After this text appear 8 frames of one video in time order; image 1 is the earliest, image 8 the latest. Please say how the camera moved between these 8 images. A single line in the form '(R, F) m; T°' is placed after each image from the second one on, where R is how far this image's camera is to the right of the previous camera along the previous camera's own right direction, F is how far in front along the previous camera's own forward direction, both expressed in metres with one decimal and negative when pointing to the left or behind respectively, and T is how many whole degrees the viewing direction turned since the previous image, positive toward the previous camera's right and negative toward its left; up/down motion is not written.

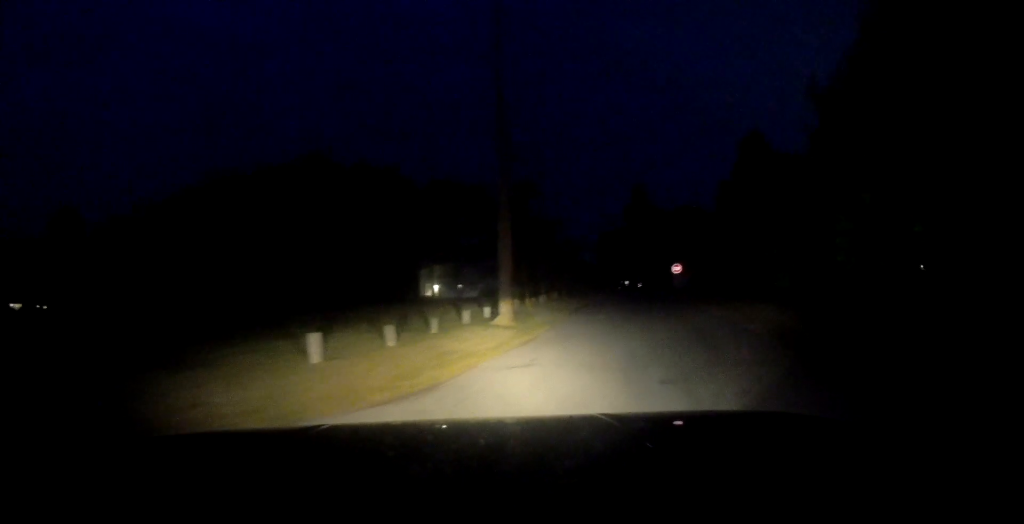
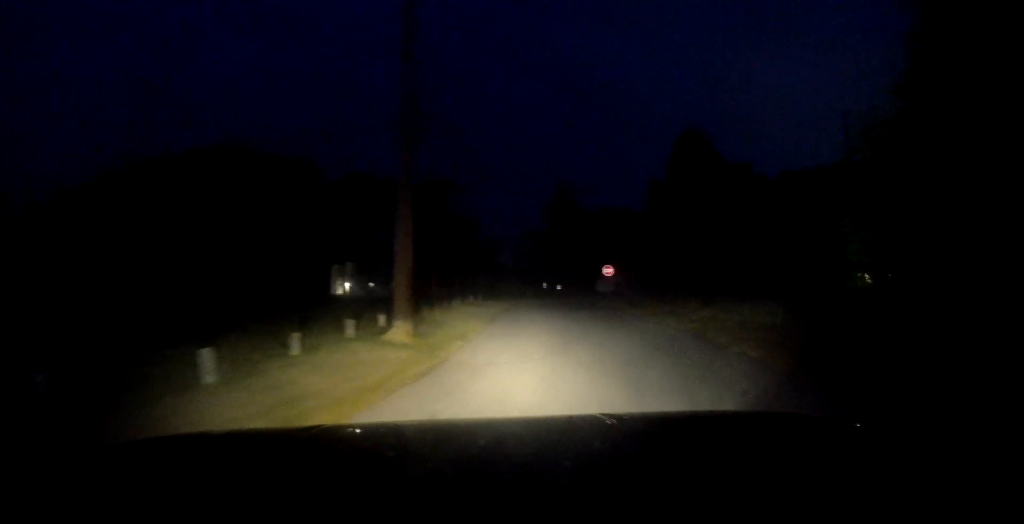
(+0.6, +4.5) m; +8°
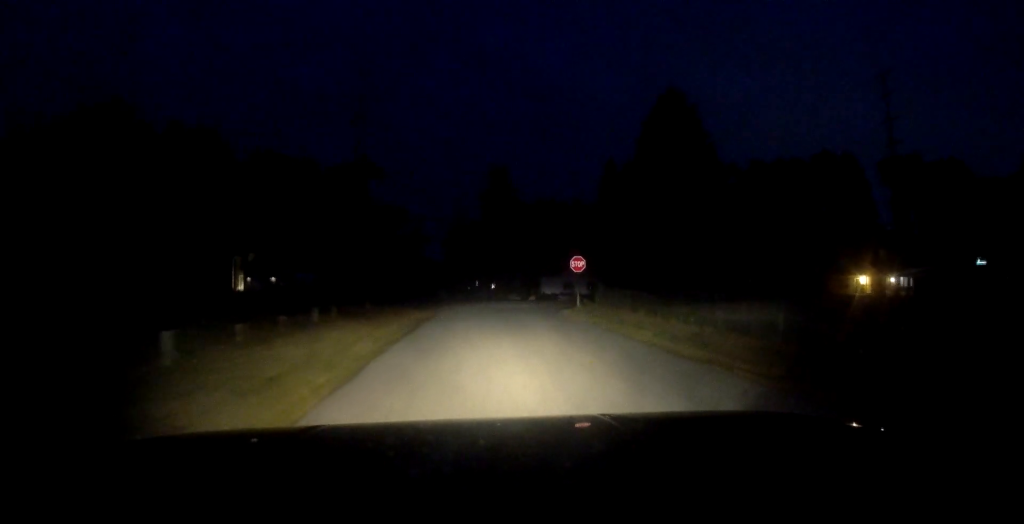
(+0.7, +14.3) m; +3°
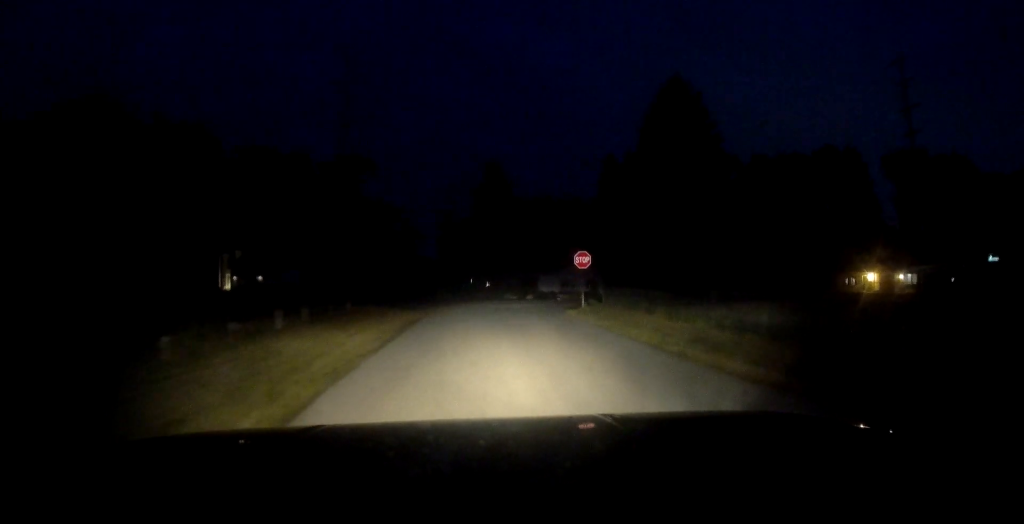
(0.0, +3.5) m; 0°
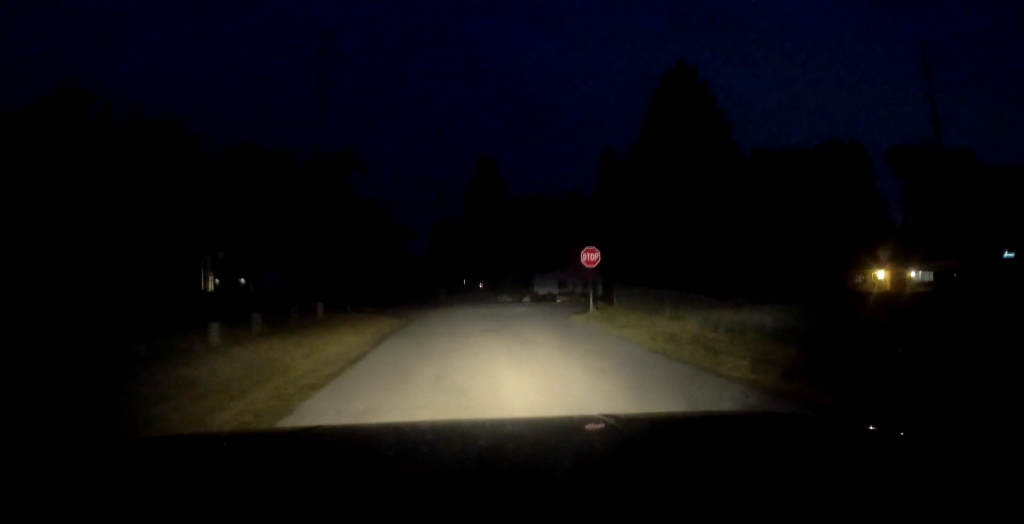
(0.0, +4.4) m; 0°
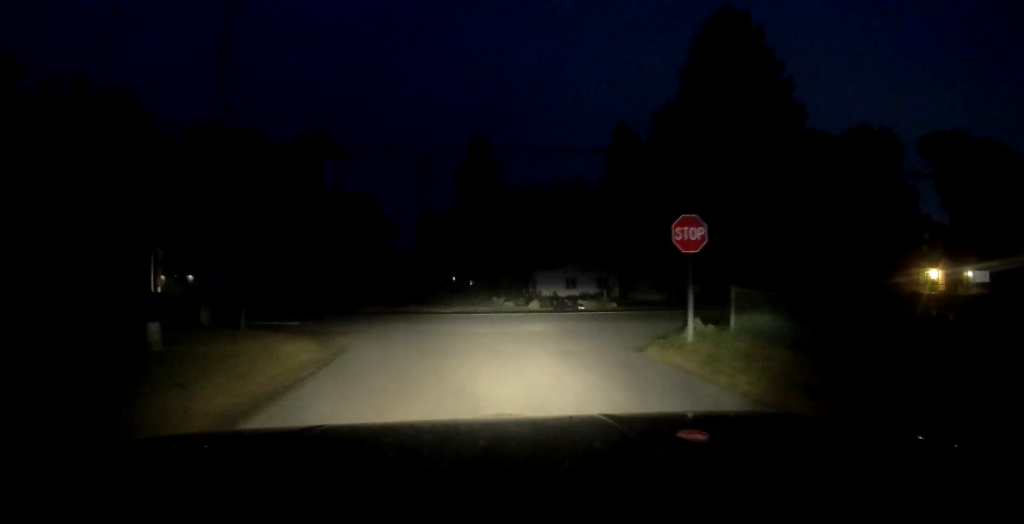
(0.0, +13.2) m; +4°
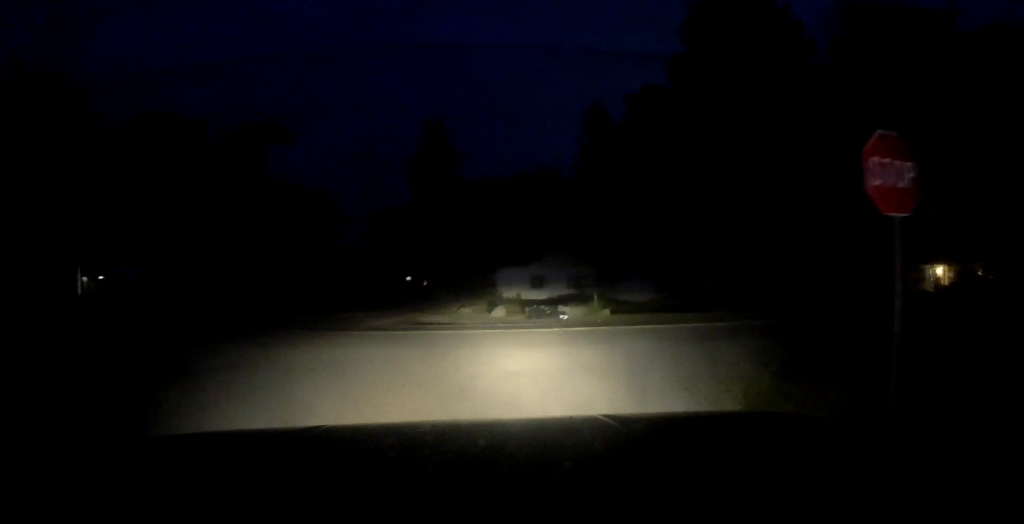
(+0.8, +8.1) m; +10°
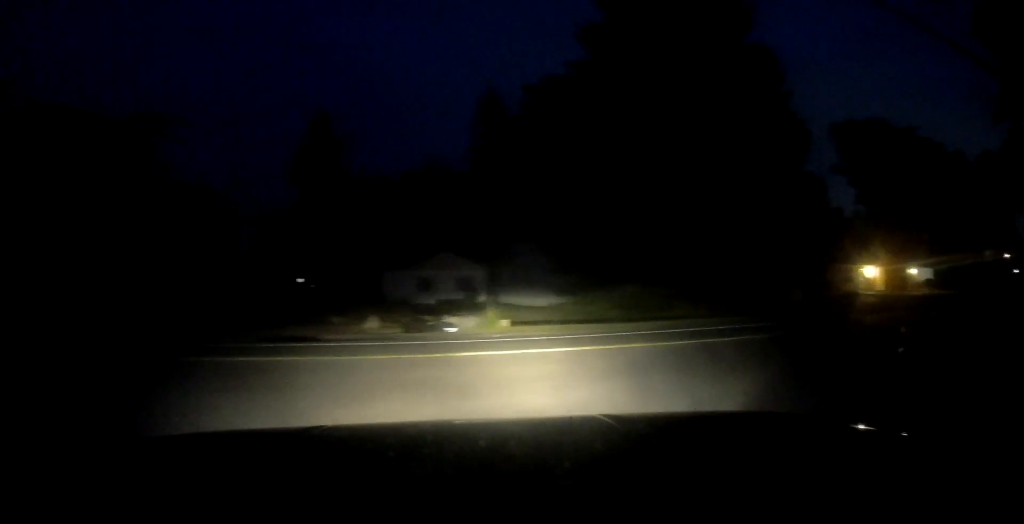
(+0.2, +5.2) m; +13°
